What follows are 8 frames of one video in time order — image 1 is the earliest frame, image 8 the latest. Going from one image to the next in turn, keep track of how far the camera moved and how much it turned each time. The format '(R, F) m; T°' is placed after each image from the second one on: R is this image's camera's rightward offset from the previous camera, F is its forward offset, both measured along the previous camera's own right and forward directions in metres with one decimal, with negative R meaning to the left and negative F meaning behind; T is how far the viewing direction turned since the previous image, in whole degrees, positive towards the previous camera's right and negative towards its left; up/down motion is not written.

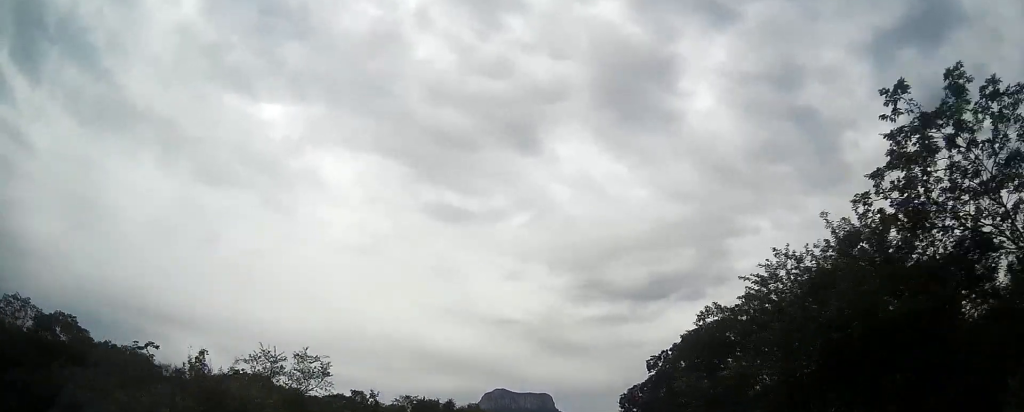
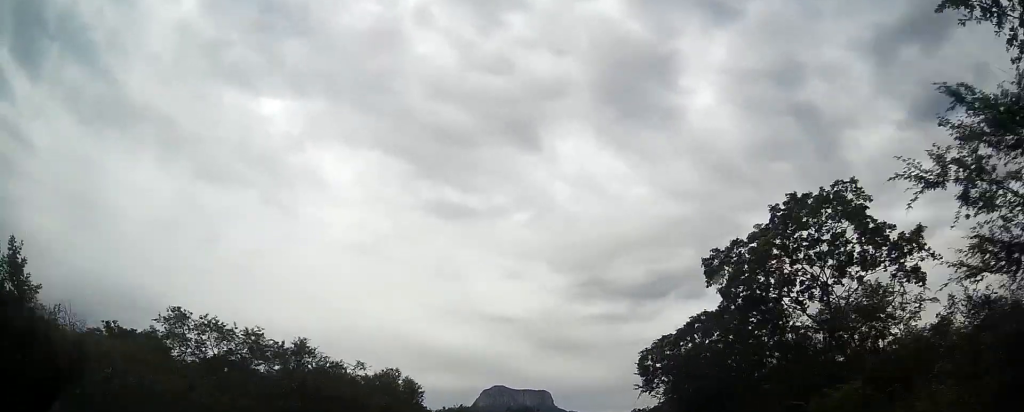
(0.0, +24.7) m; 0°
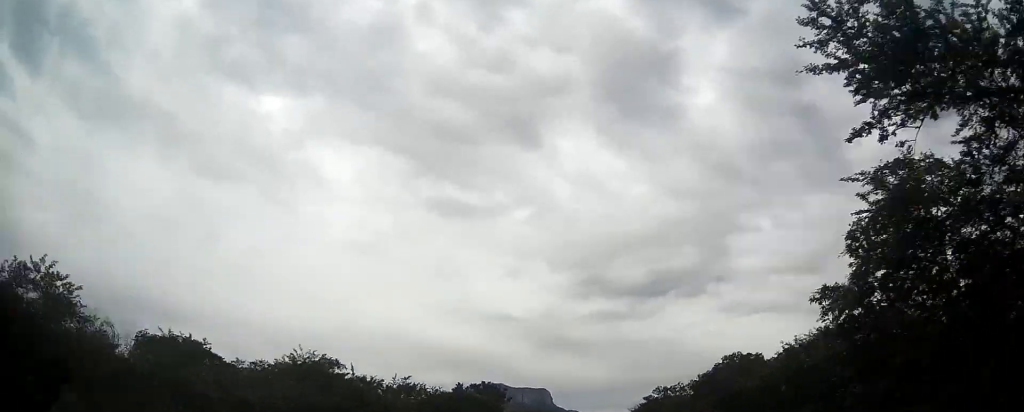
(-0.1, +31.9) m; 0°
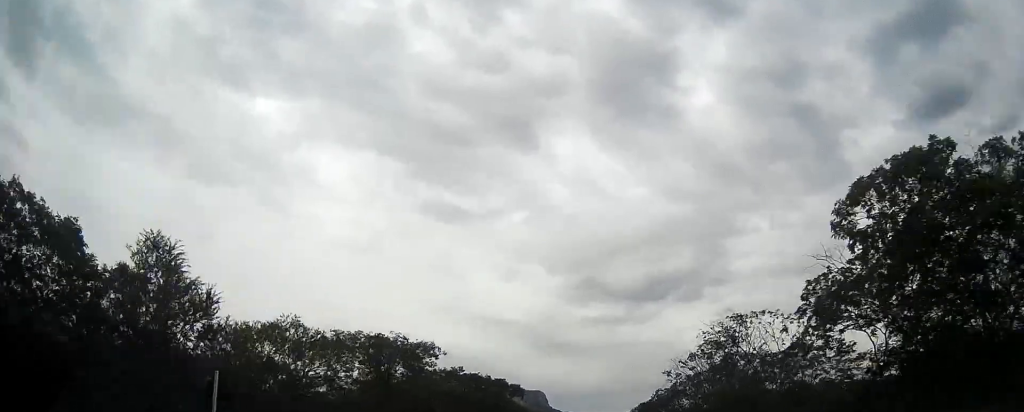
(0.0, +61.9) m; 0°
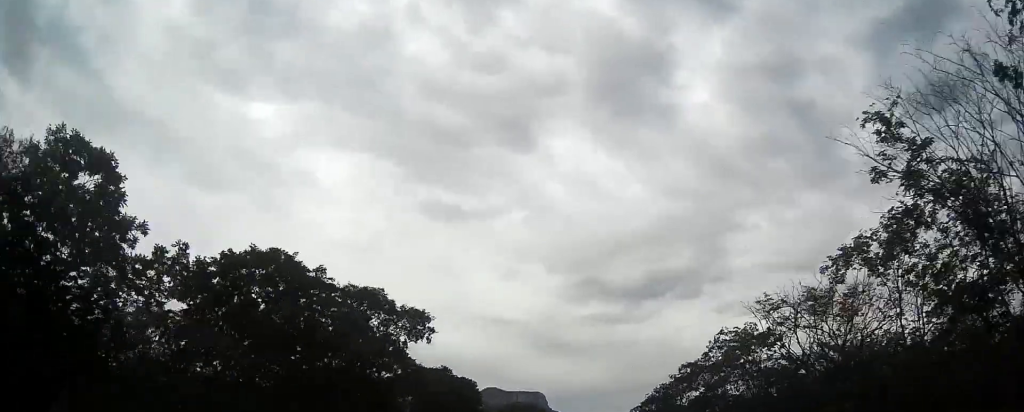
(-0.1, +30.3) m; 0°
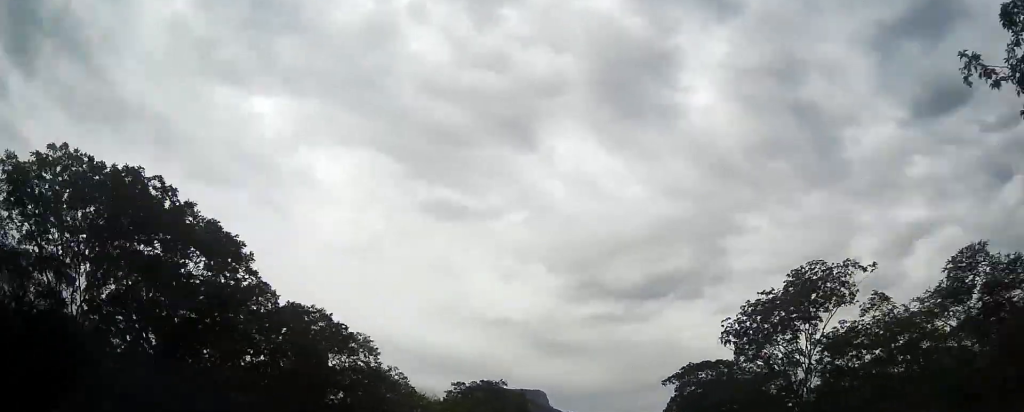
(+0.1, +28.9) m; 0°
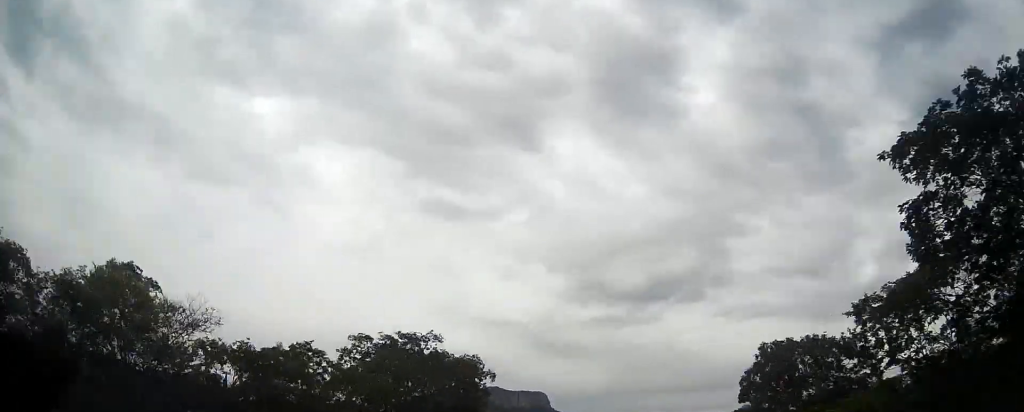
(+0.1, +26.1) m; 0°
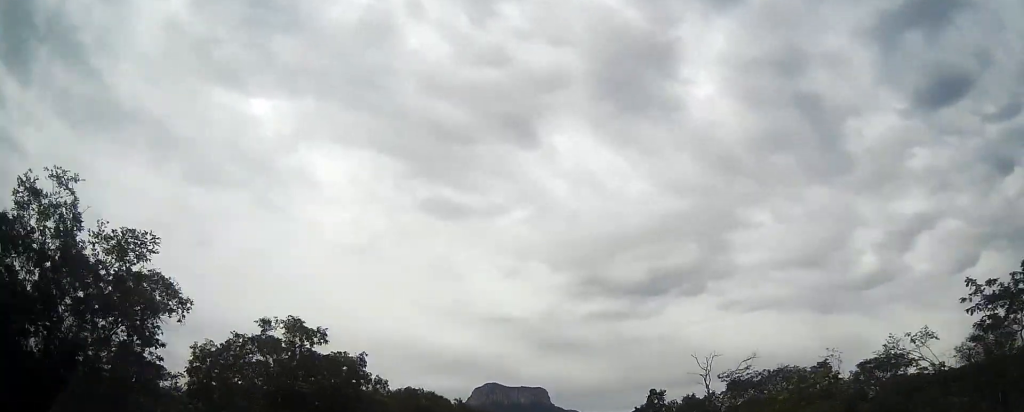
(+0.6, +67.9) m; +1°
